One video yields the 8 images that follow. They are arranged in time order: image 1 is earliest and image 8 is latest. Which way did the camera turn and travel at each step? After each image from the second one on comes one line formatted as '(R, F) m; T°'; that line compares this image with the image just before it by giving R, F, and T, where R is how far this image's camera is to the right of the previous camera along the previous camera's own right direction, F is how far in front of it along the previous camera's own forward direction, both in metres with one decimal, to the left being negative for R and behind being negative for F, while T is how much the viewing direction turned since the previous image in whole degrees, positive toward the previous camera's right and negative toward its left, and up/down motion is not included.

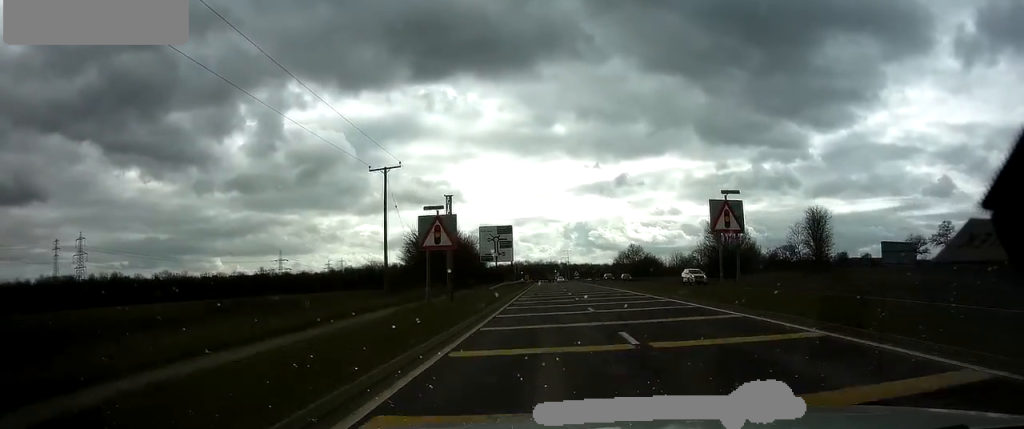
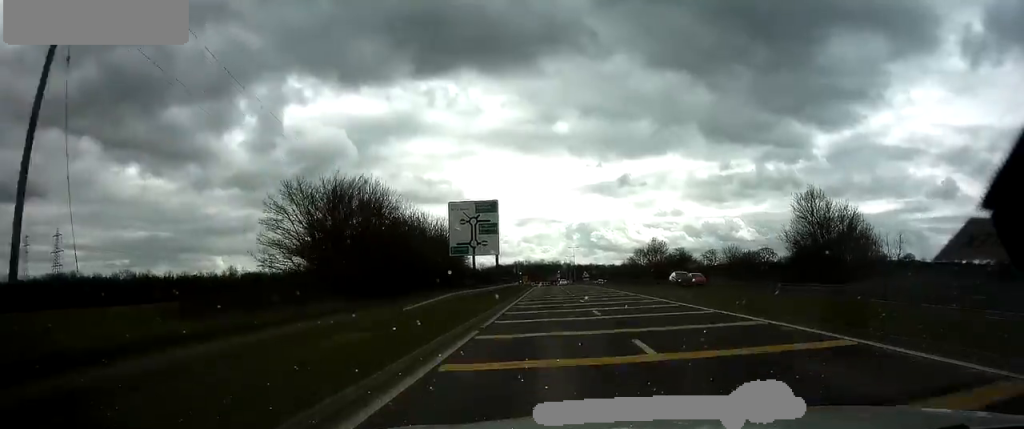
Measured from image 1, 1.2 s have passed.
(0.0, +27.0) m; 0°
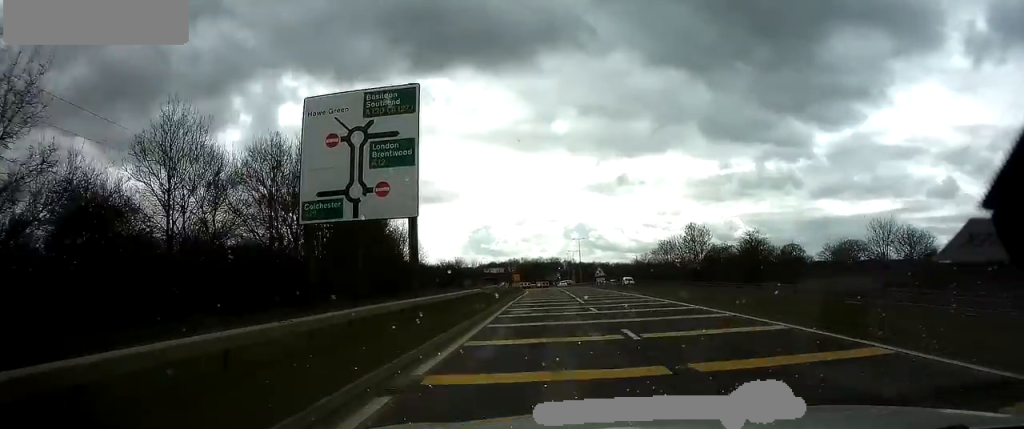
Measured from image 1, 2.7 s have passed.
(0.0, +33.4) m; 0°
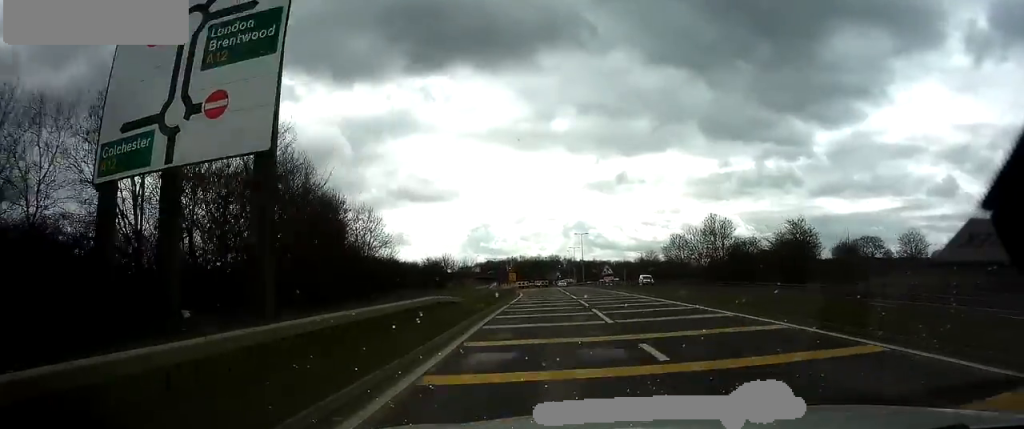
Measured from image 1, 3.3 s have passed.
(0.0, +11.3) m; 0°
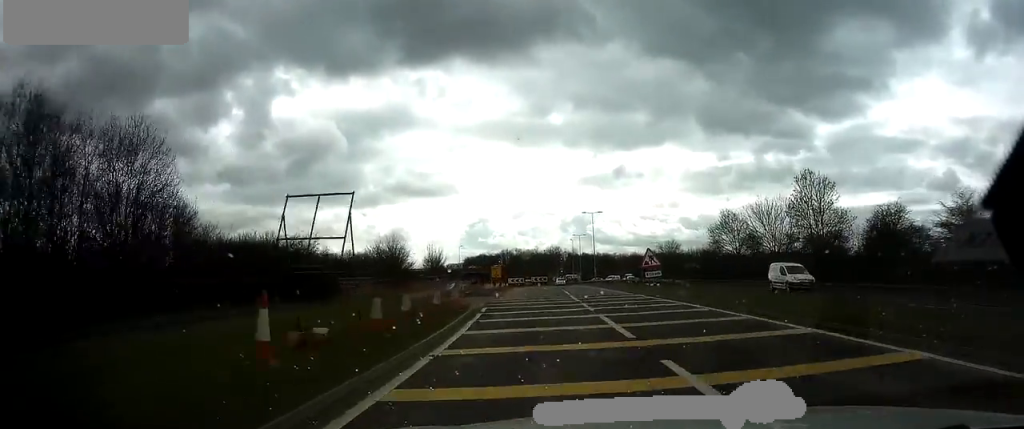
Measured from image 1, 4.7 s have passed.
(0.0, +29.5) m; 0°
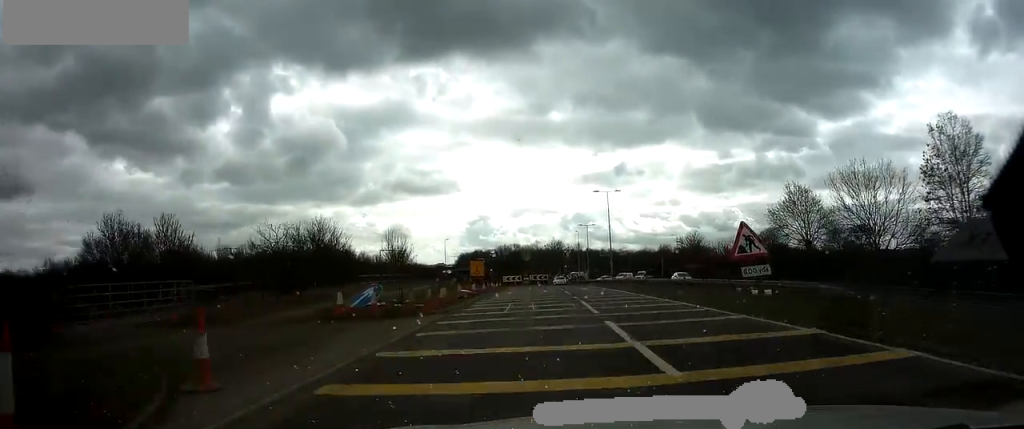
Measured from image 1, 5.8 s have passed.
(0.0, +19.9) m; 0°
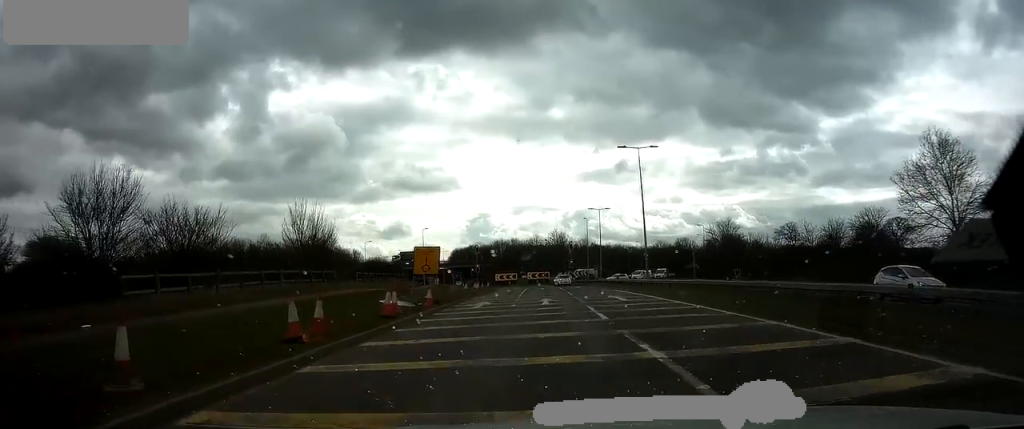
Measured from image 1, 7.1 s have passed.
(0.0, +21.6) m; 0°
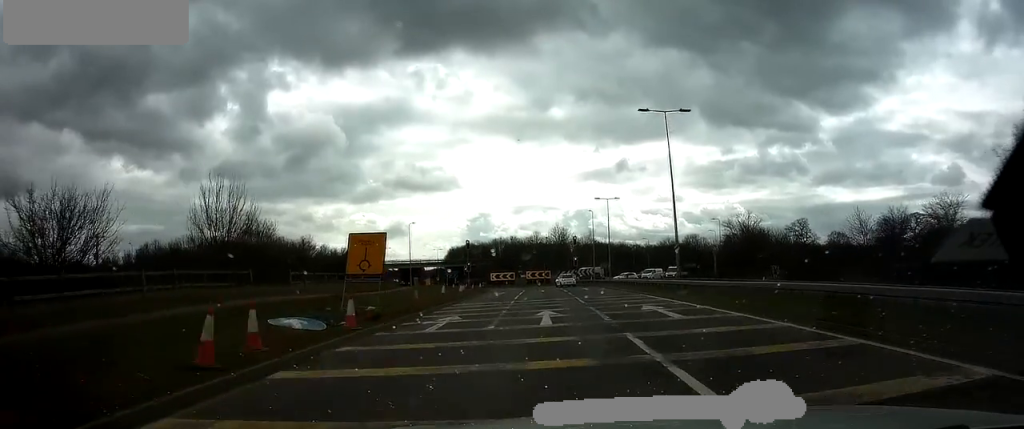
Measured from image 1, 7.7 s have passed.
(0.0, +9.9) m; 0°
